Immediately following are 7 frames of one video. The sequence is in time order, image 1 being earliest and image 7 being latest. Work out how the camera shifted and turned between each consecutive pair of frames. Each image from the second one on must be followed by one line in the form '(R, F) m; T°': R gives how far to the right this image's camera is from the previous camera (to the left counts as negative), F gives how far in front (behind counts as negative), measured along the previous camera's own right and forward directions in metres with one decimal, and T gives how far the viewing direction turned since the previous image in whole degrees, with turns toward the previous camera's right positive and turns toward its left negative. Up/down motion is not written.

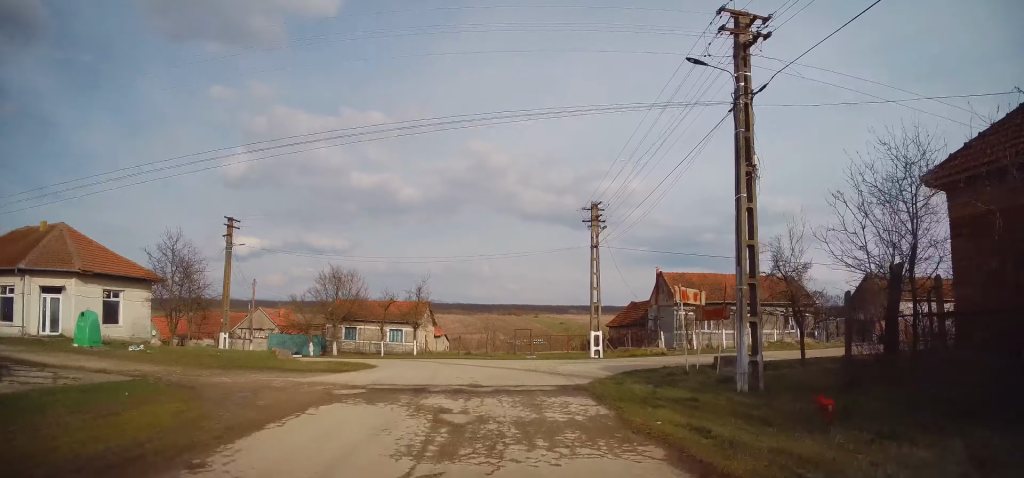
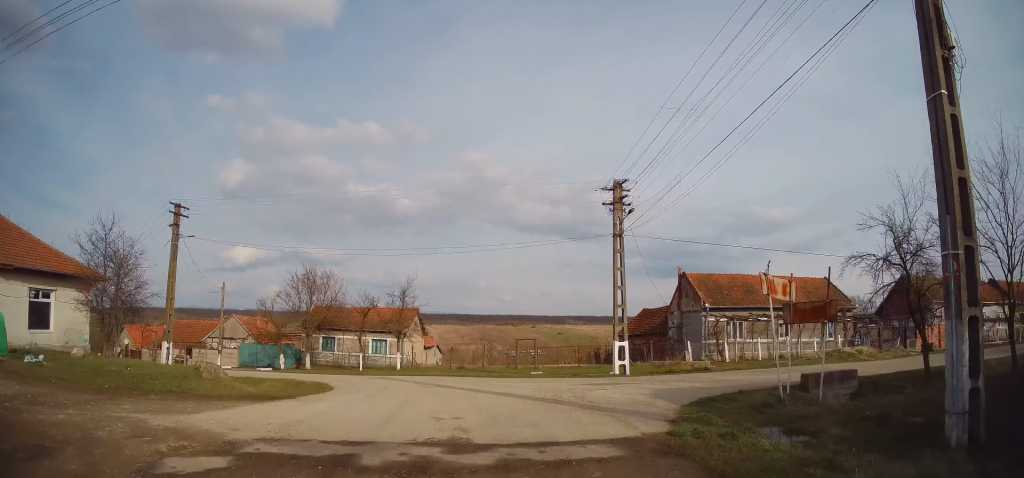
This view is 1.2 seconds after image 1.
(0.0, +5.2) m; 0°
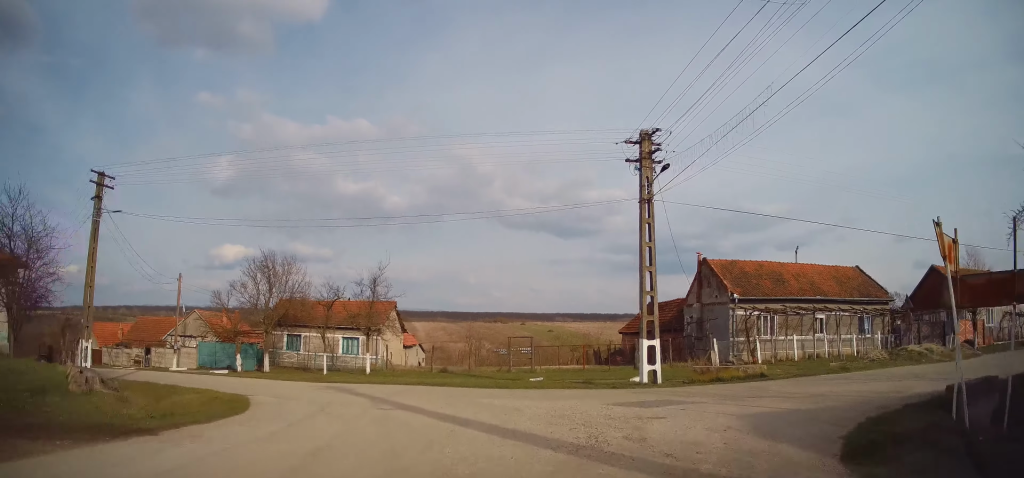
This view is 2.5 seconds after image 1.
(0.0, +5.5) m; 0°
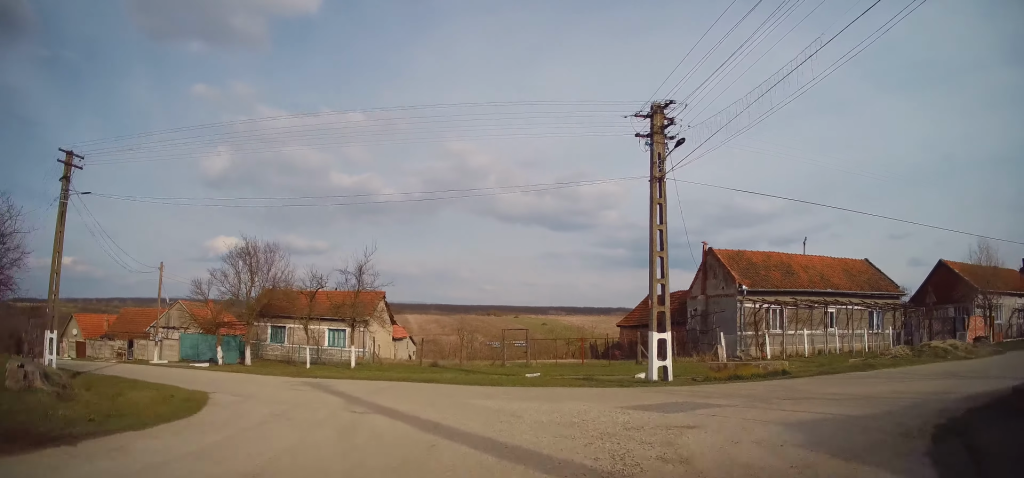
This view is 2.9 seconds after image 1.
(0.0, +1.8) m; +3°
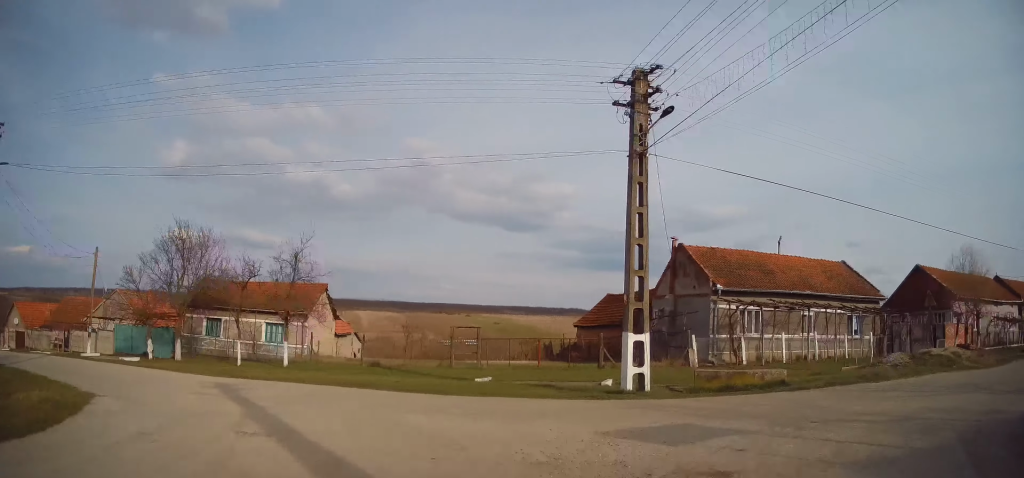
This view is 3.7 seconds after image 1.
(-0.1, +2.8) m; +9°
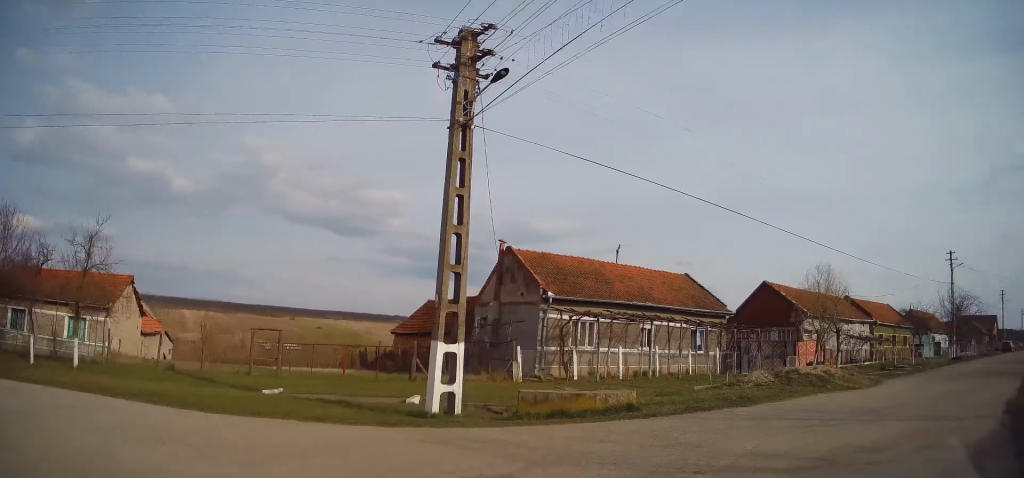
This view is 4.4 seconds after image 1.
(+0.4, +2.8) m; +22°
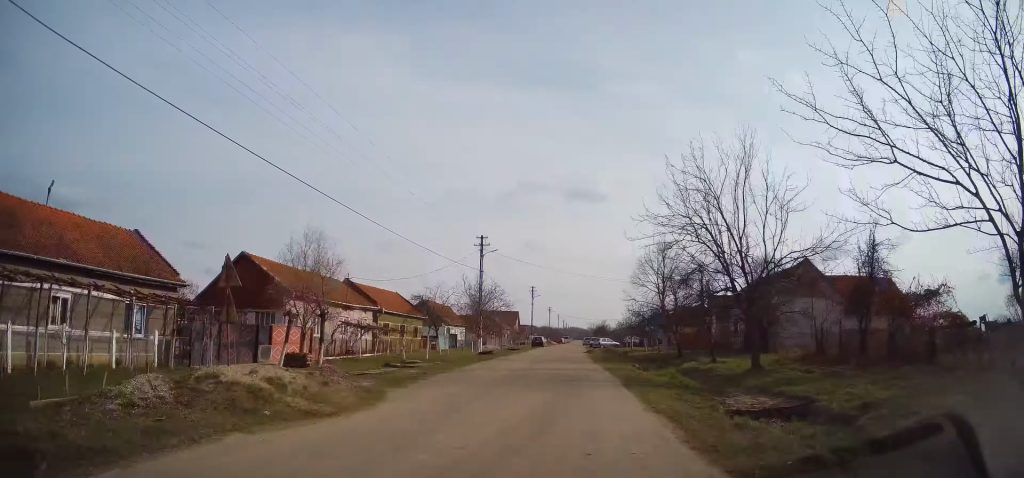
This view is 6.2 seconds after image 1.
(+3.3, +6.1) m; +42°
